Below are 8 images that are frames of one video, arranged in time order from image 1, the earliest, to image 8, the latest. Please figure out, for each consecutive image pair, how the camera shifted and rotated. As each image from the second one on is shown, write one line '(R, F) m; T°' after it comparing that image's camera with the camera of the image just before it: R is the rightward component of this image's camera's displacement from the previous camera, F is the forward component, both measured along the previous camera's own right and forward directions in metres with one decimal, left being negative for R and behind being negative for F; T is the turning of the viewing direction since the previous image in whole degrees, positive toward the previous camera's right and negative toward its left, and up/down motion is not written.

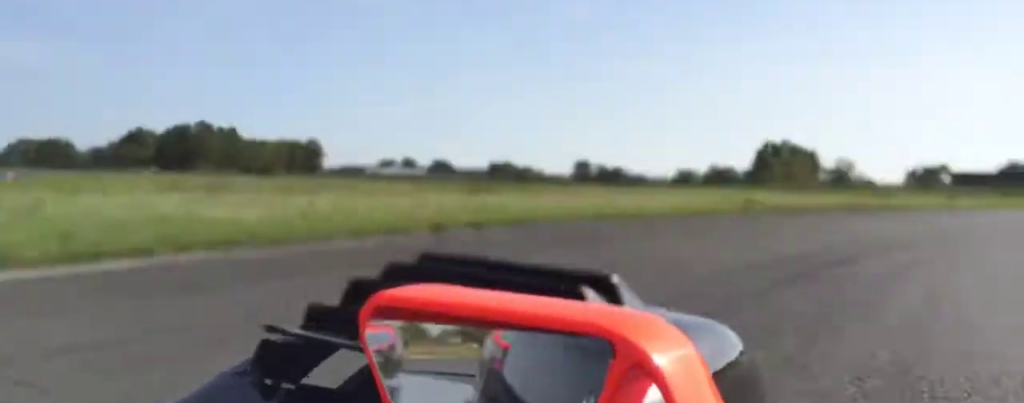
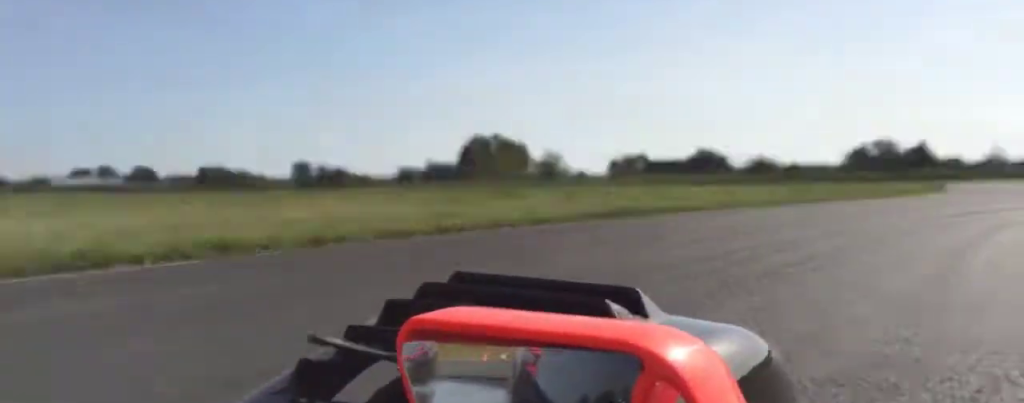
(+2.6, +12.7) m; +29°
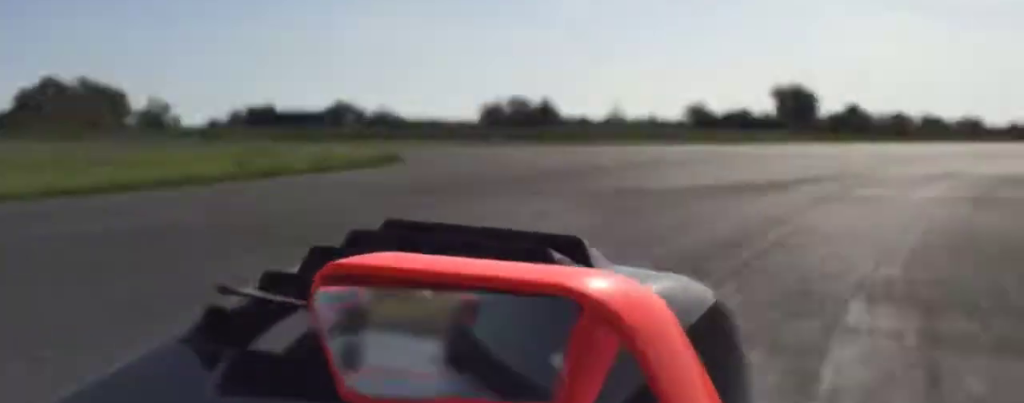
(+5.8, +25.1) m; +11°
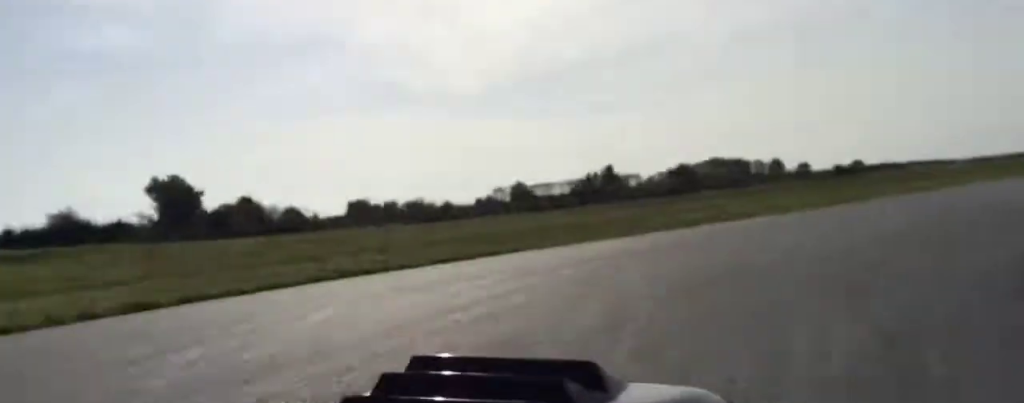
(+4.4, +57.1) m; +19°
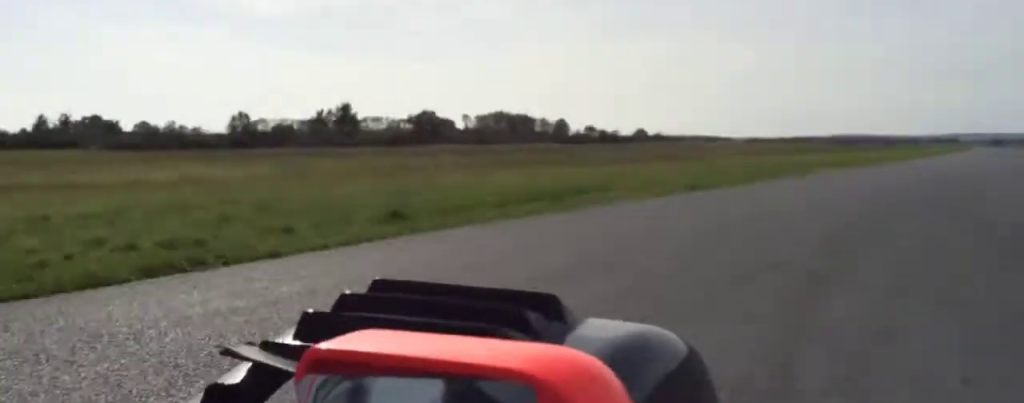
(+9.5, +39.6) m; +17°
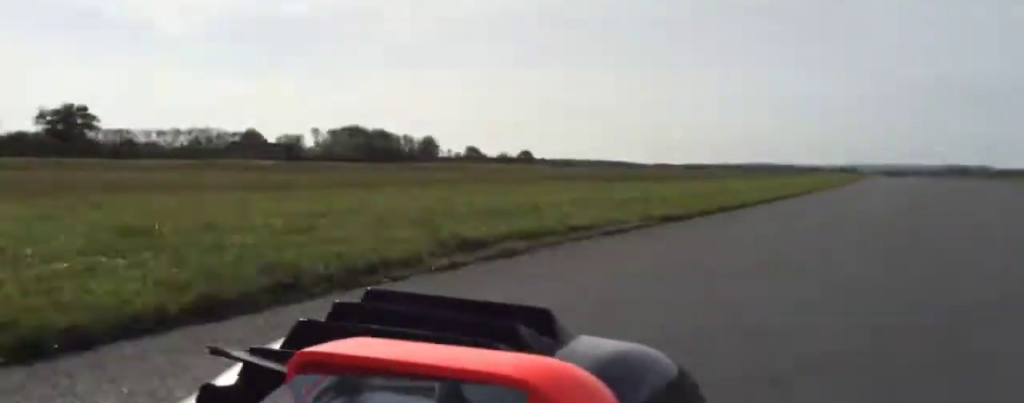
(+1.6, +76.1) m; -1°
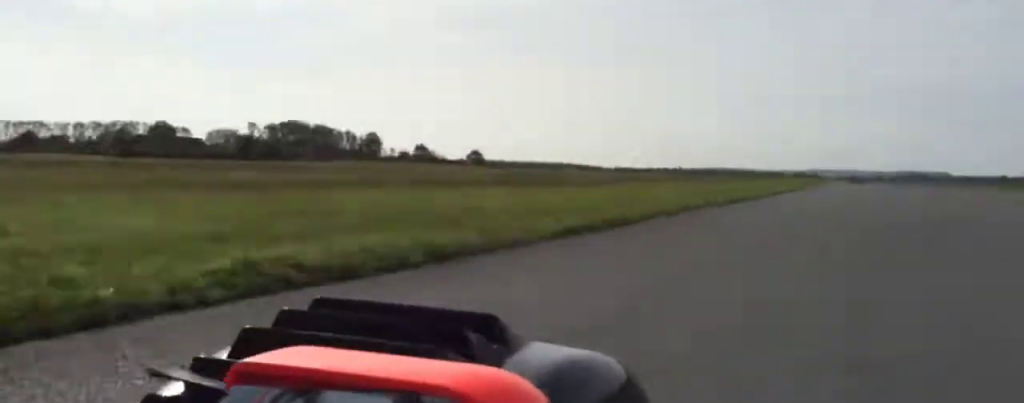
(0.0, +26.0) m; 0°
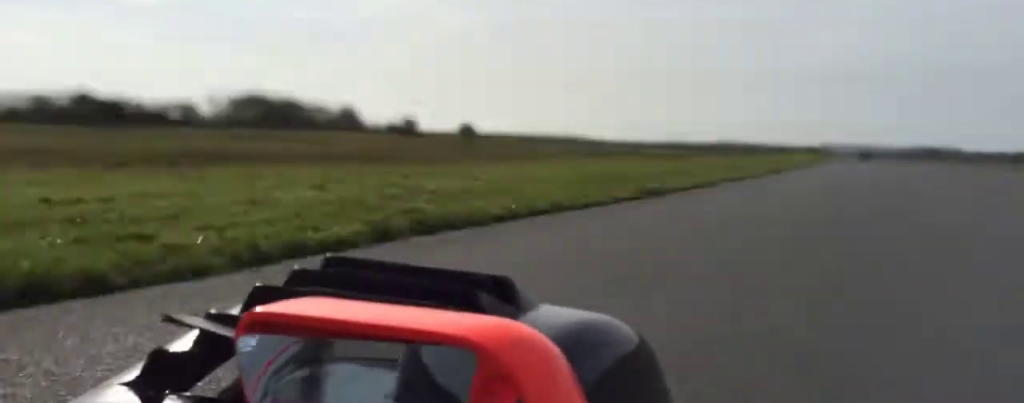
(0.0, +25.6) m; 0°
